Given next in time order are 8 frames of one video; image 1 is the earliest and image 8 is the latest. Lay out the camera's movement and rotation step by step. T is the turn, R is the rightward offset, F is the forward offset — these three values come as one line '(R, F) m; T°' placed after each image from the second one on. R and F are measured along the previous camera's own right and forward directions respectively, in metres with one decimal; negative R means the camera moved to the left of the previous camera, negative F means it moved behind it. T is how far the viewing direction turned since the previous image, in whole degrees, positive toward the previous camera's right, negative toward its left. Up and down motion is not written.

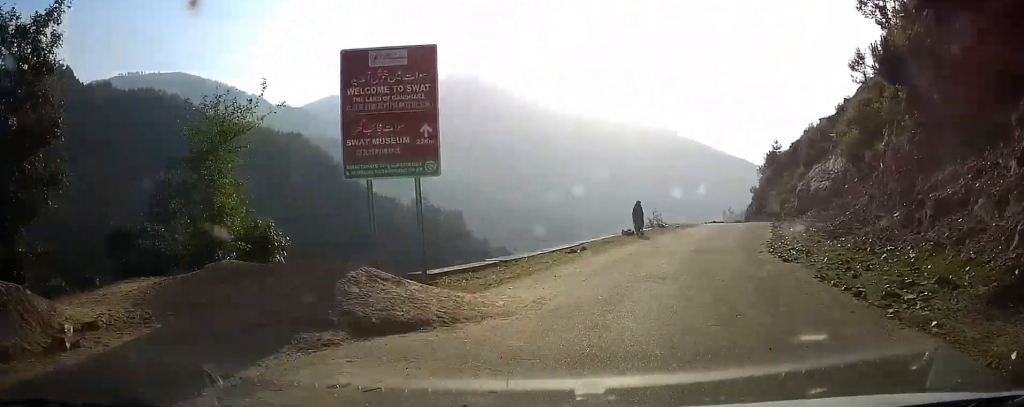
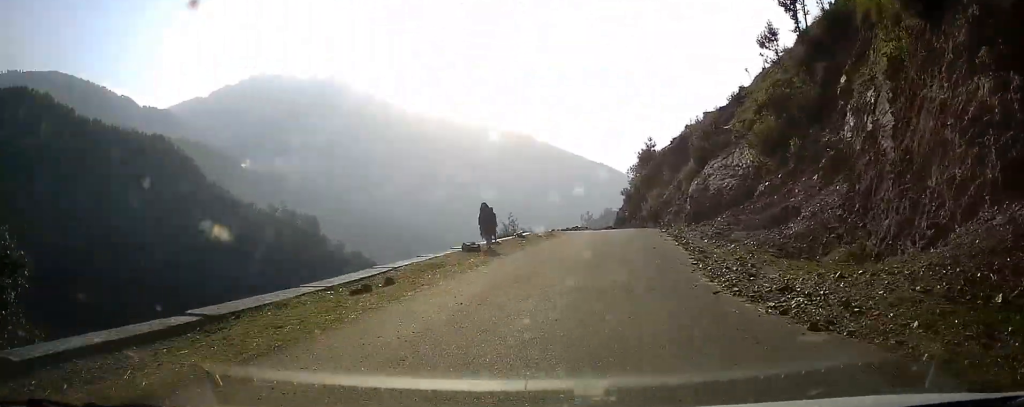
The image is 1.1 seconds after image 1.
(+0.6, +8.0) m; +8°
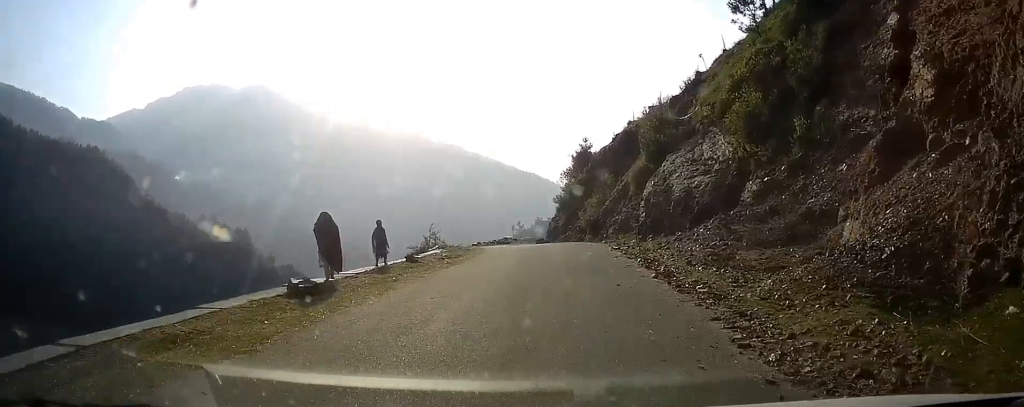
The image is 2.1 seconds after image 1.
(+0.1, +8.4) m; +8°
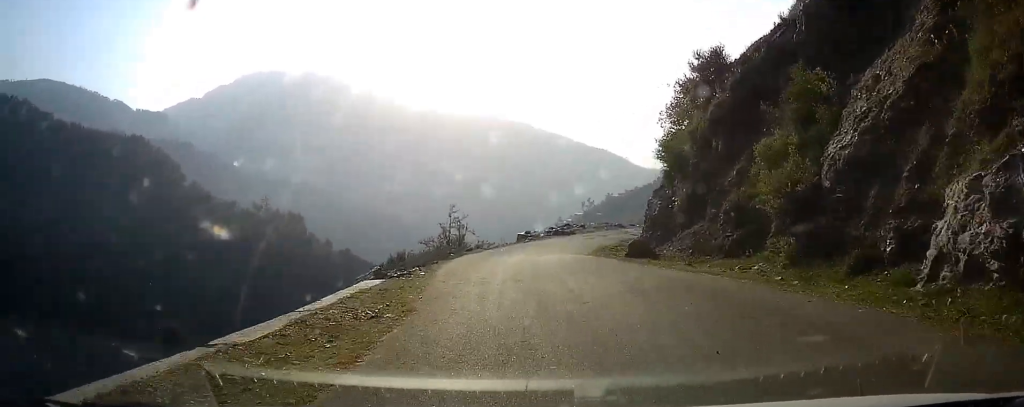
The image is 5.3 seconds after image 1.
(+5.1, +28.1) m; +9°
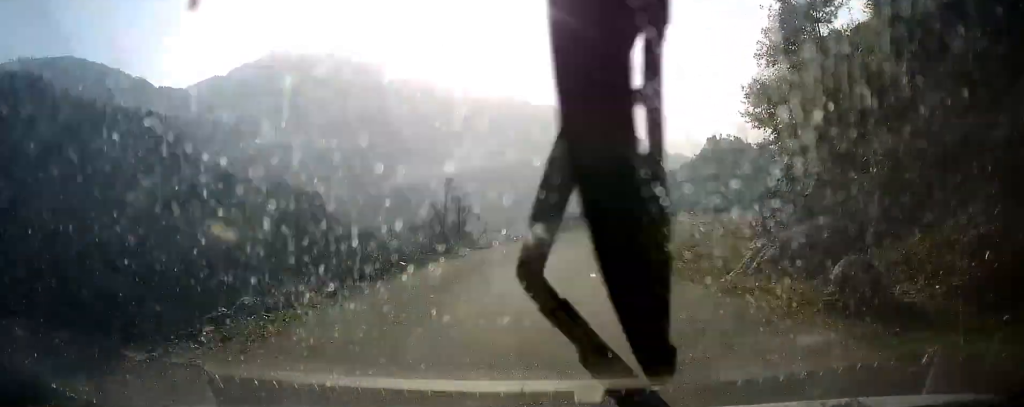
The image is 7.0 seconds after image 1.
(-0.3, +13.6) m; -3°
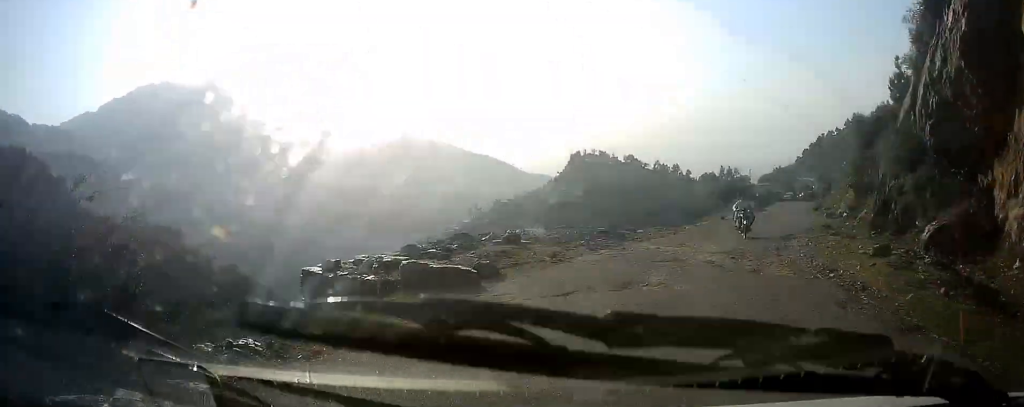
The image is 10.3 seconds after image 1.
(-0.1, +23.2) m; +8°
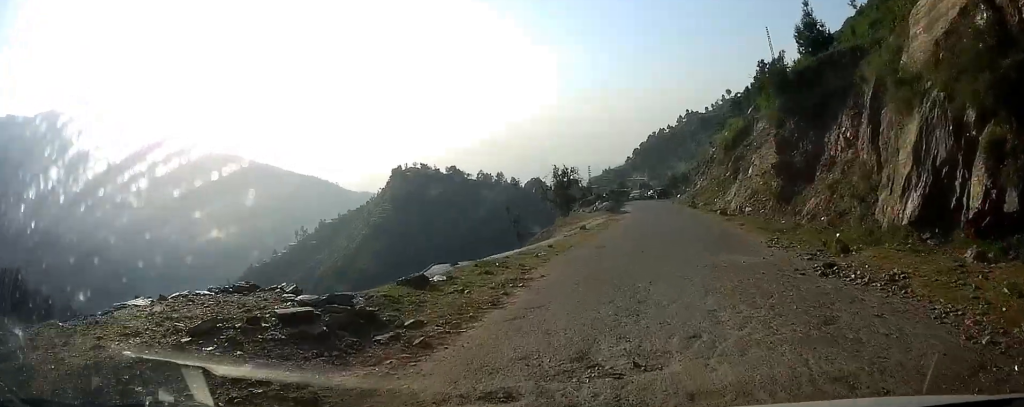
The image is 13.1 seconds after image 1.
(+2.3, +14.8) m; +17°
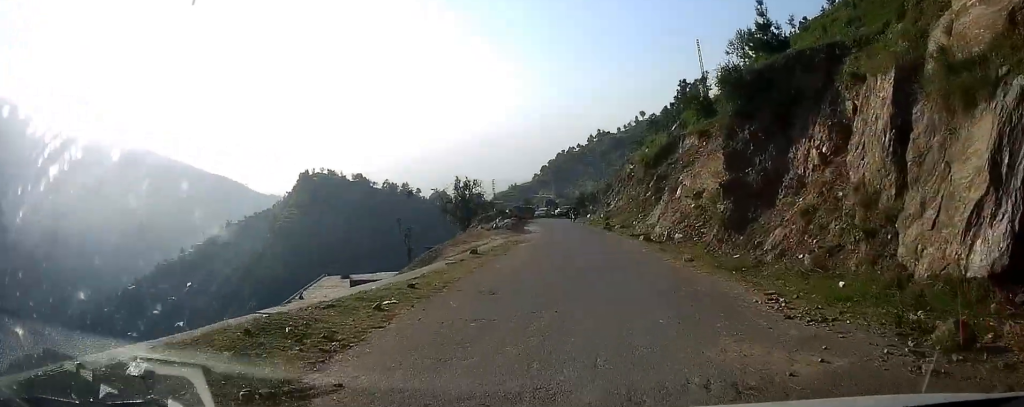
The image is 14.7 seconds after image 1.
(+0.7, +7.7) m; +10°
